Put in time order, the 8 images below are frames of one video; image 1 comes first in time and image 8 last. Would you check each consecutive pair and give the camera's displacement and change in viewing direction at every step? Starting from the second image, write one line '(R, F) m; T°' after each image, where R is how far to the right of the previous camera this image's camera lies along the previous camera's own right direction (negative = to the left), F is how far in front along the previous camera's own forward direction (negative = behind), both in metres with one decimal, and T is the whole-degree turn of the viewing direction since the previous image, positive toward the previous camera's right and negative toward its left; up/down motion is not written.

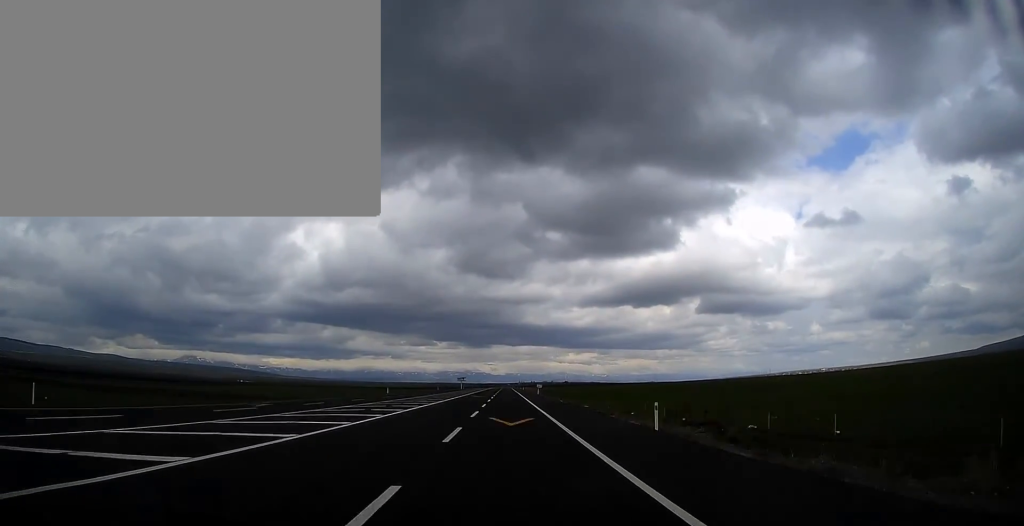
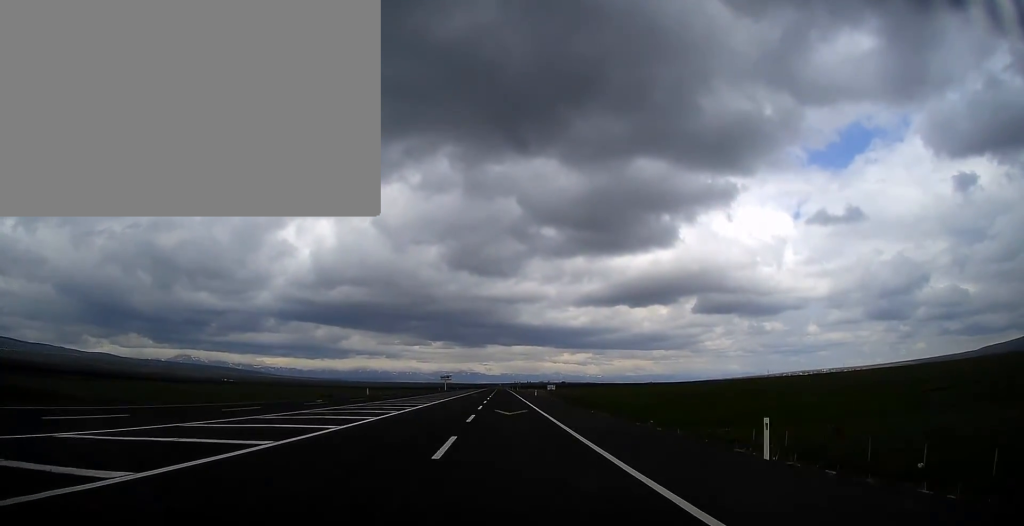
(-0.2, +85.9) m; 0°
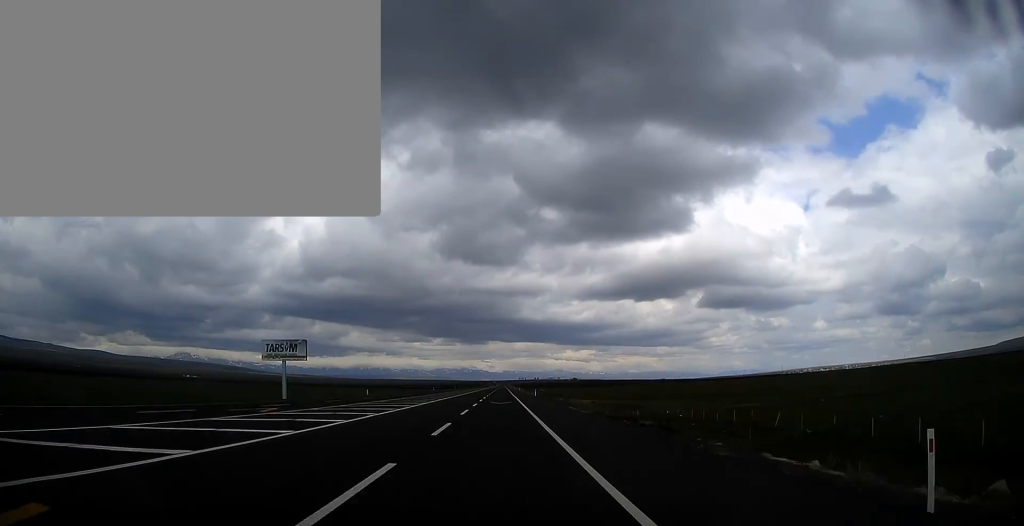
(-0.2, +267.3) m; 0°
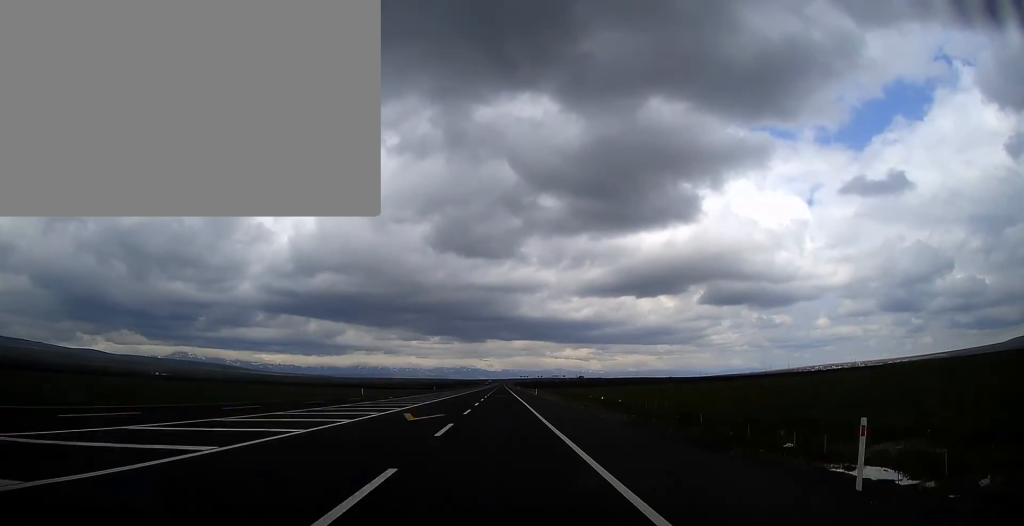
(+0.1, +165.8) m; 0°
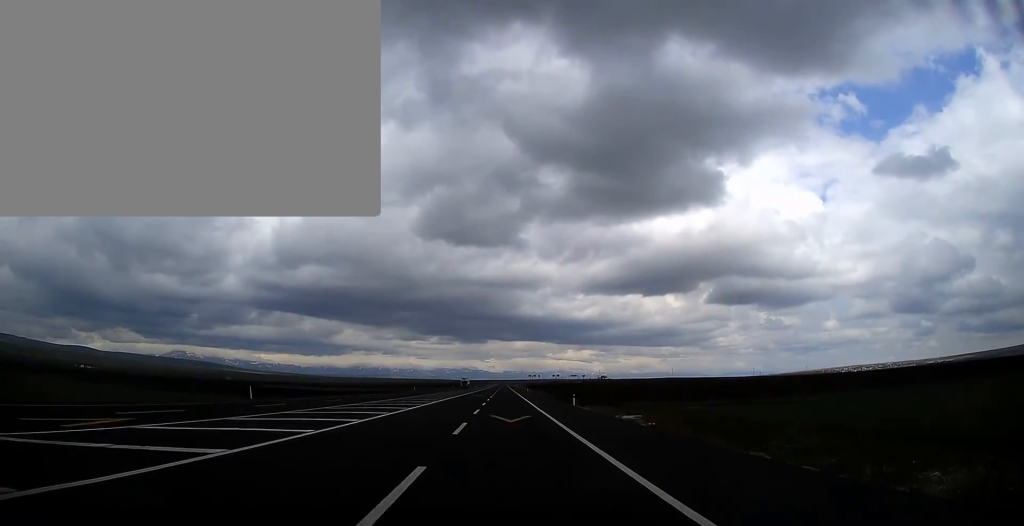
(-0.5, +324.4) m; 0°
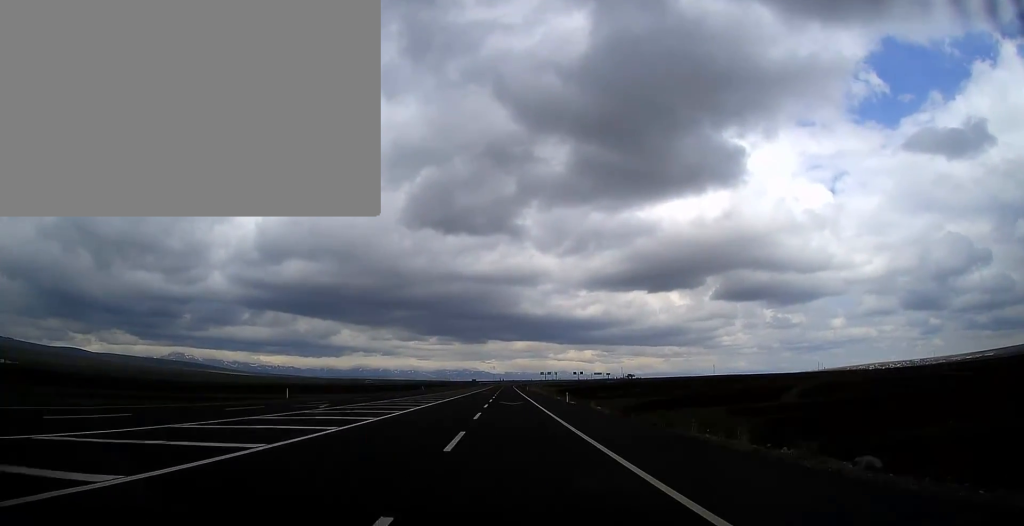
(+0.4, +258.7) m; +1°
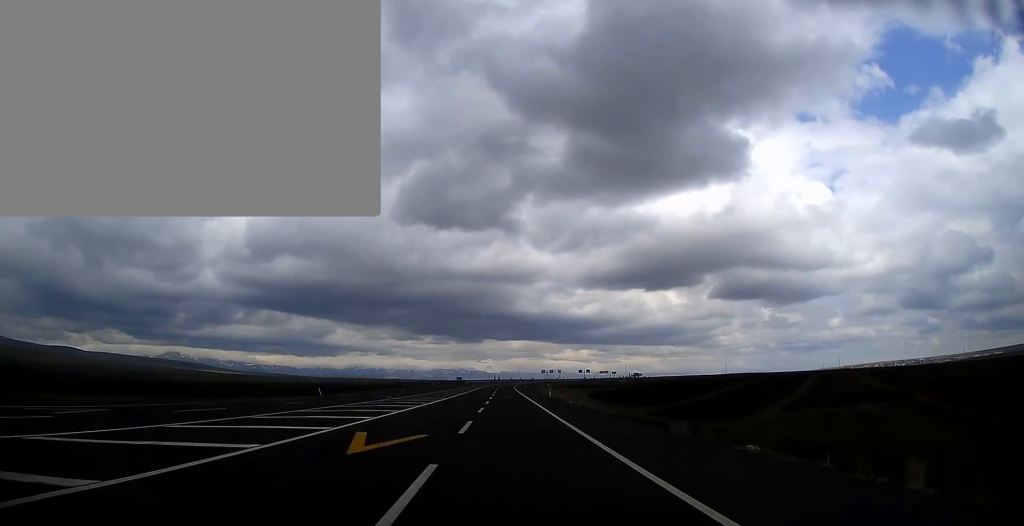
(-0.1, +76.1) m; +1°
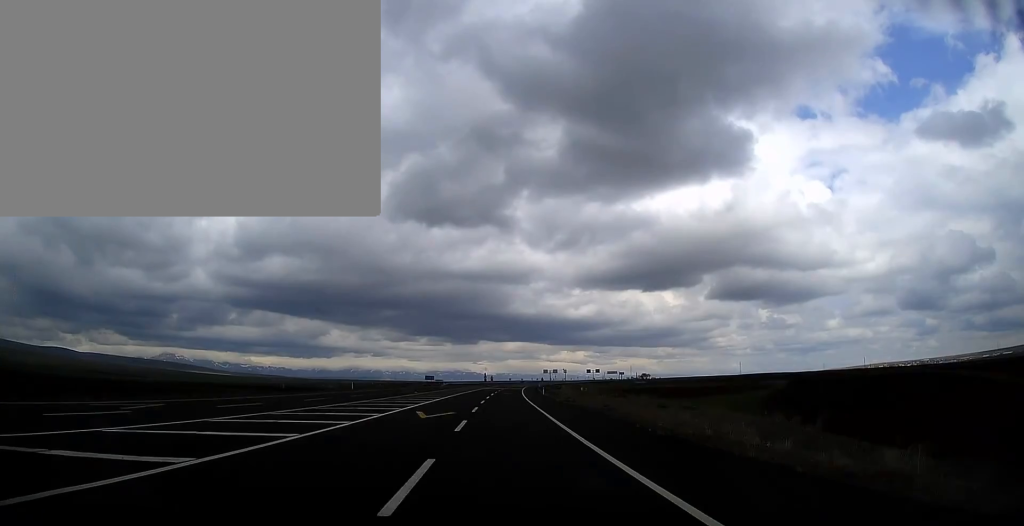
(+0.2, +77.2) m; +2°
